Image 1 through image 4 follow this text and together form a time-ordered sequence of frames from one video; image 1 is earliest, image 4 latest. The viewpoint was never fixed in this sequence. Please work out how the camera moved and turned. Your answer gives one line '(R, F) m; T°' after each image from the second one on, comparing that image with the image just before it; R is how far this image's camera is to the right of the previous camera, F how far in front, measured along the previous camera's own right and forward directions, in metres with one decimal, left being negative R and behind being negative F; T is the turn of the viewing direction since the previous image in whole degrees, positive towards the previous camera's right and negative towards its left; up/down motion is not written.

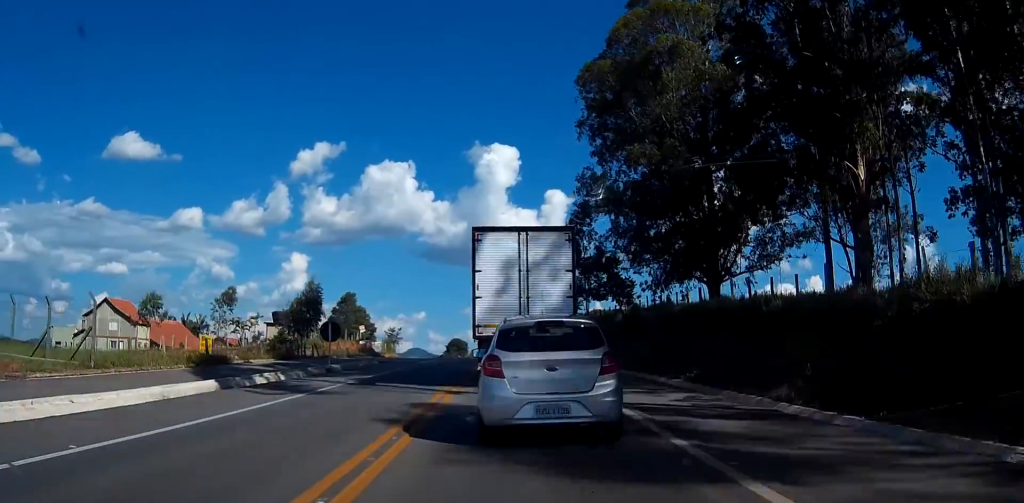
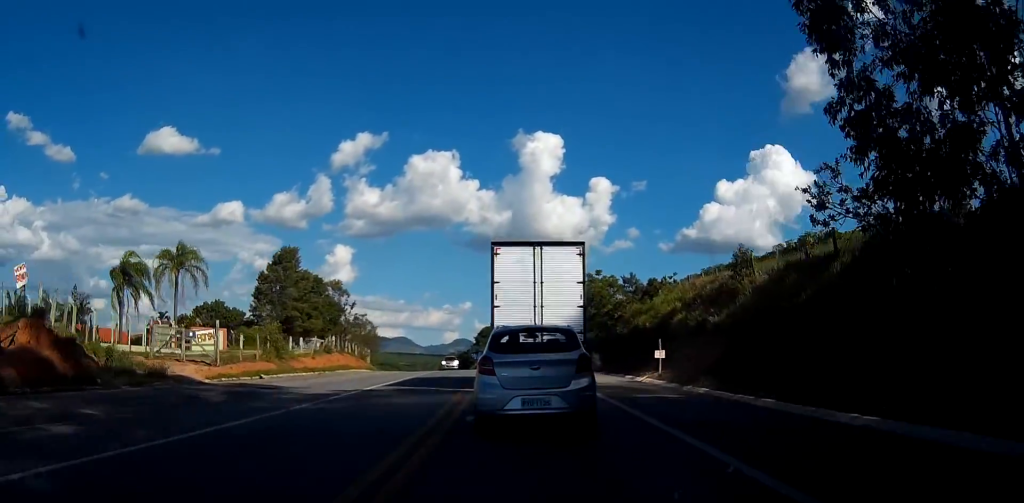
(0.0, +66.2) m; 0°
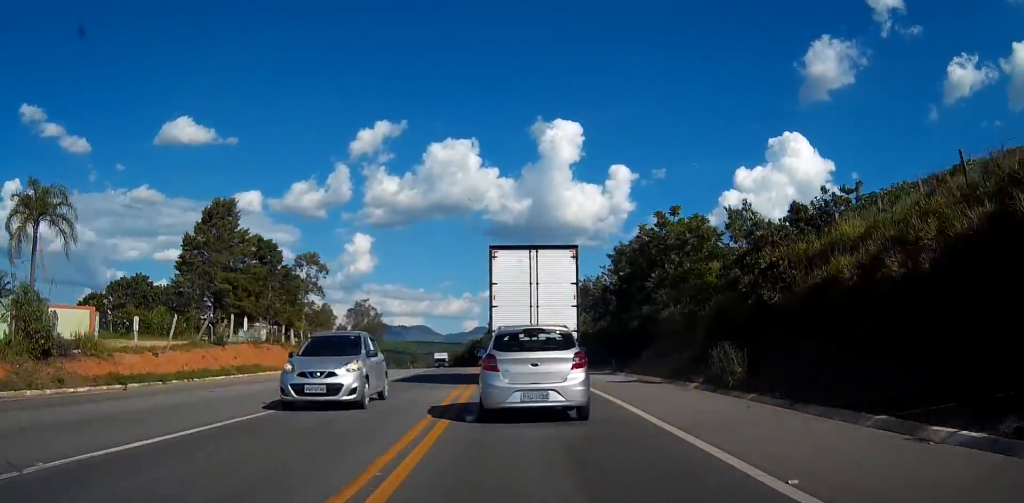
(-1.9, +24.7) m; -10°
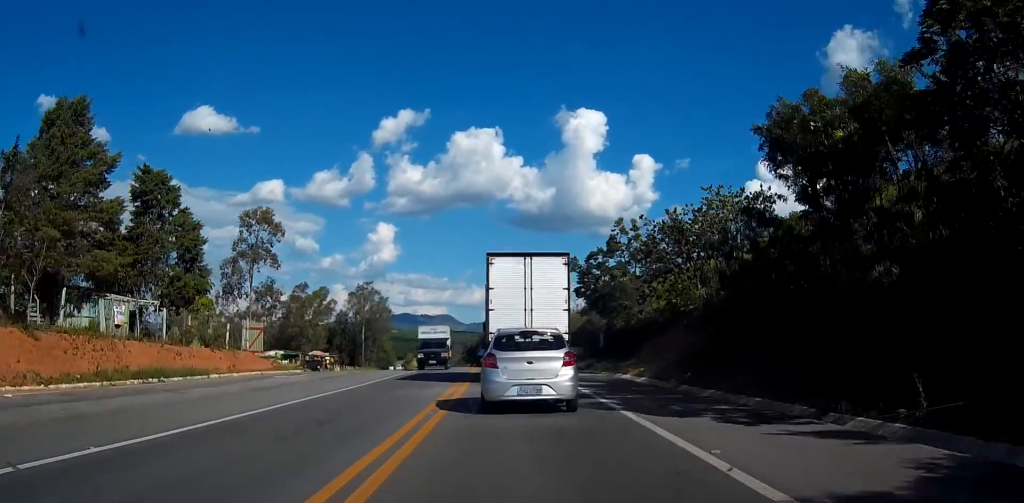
(-1.9, +27.4) m; -6°
